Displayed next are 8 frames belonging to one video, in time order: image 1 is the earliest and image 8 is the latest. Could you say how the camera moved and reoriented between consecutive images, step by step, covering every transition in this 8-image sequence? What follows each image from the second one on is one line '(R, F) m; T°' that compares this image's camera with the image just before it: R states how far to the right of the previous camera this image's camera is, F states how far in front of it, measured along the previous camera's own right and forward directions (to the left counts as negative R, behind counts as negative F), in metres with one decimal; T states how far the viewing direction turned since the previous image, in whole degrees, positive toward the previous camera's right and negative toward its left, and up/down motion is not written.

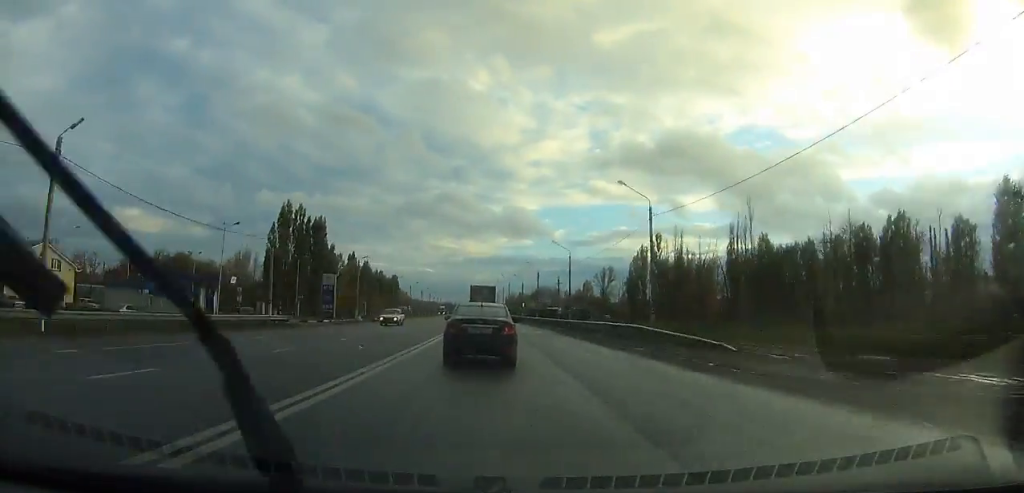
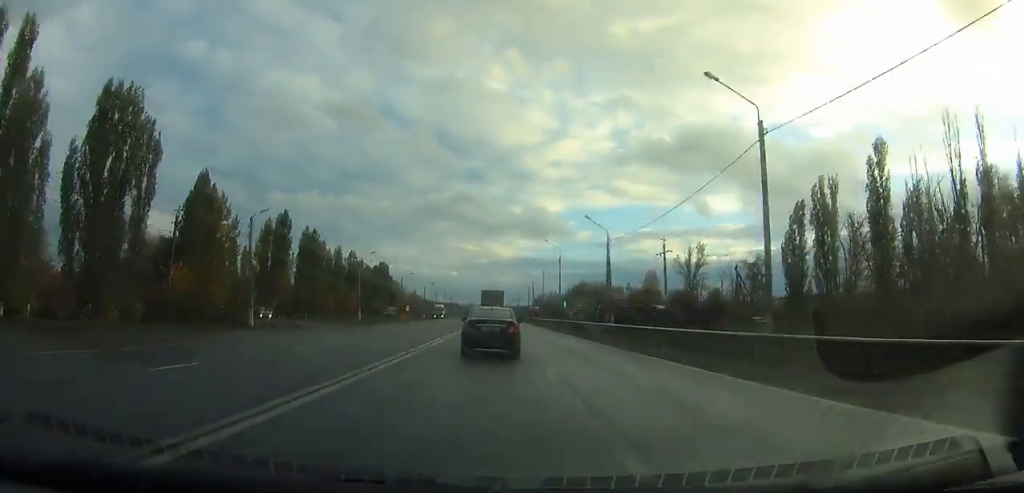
(-1.9, +80.6) m; -2°
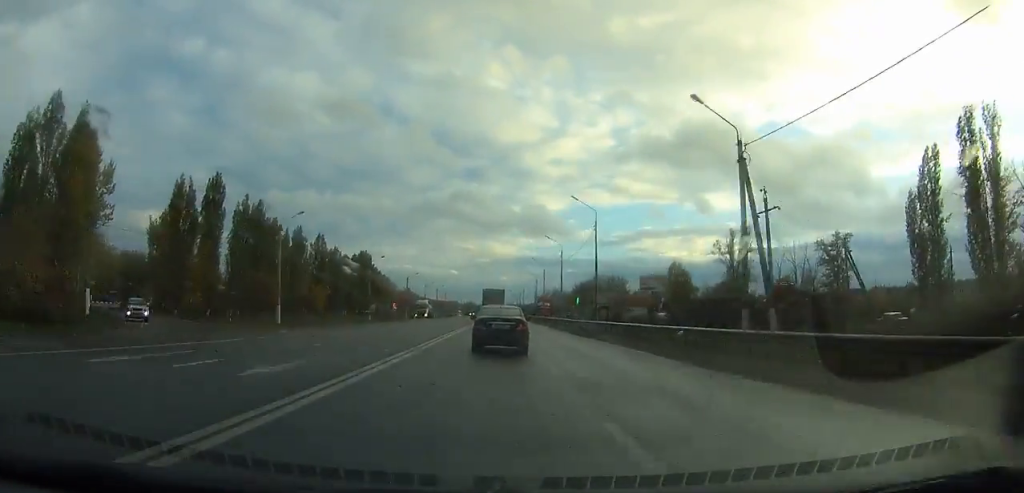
(-0.1, +28.7) m; 0°
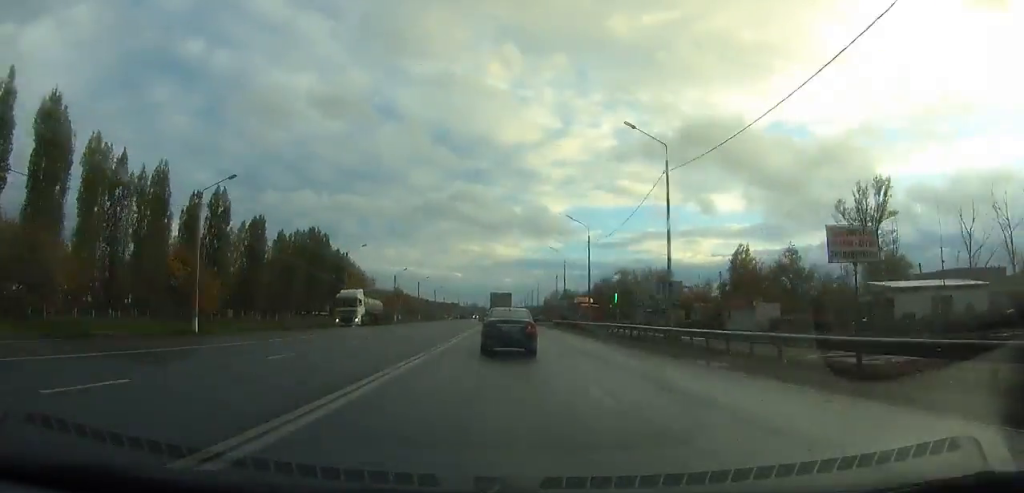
(-0.3, +48.9) m; 0°
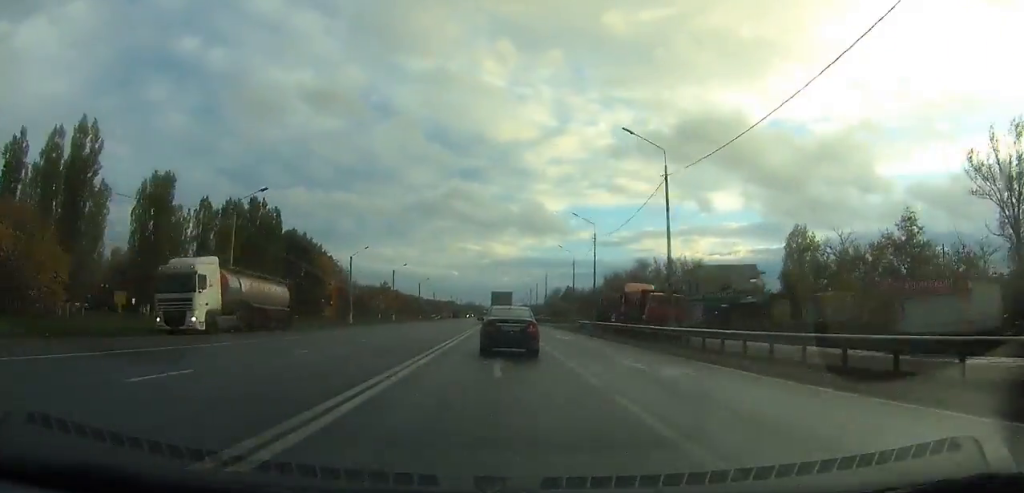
(-0.1, +28.9) m; 0°
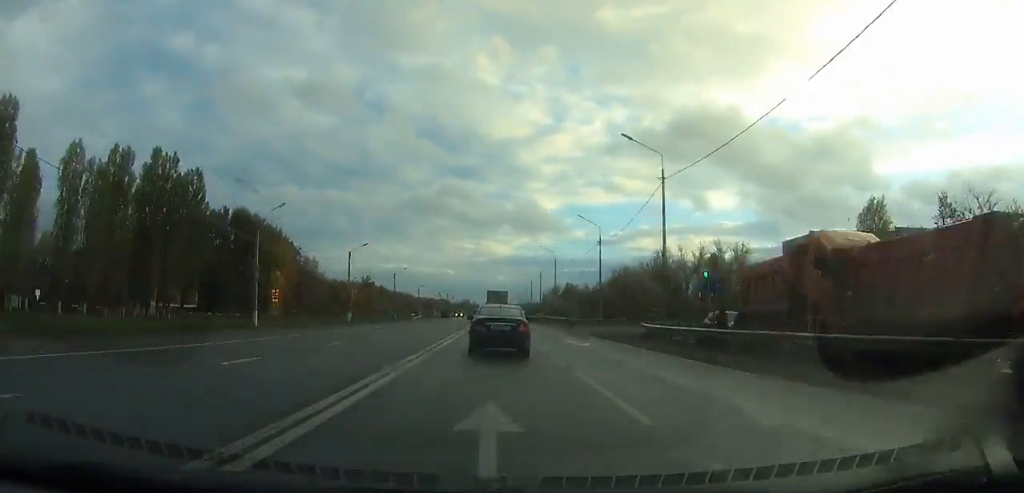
(+0.1, +28.1) m; 0°
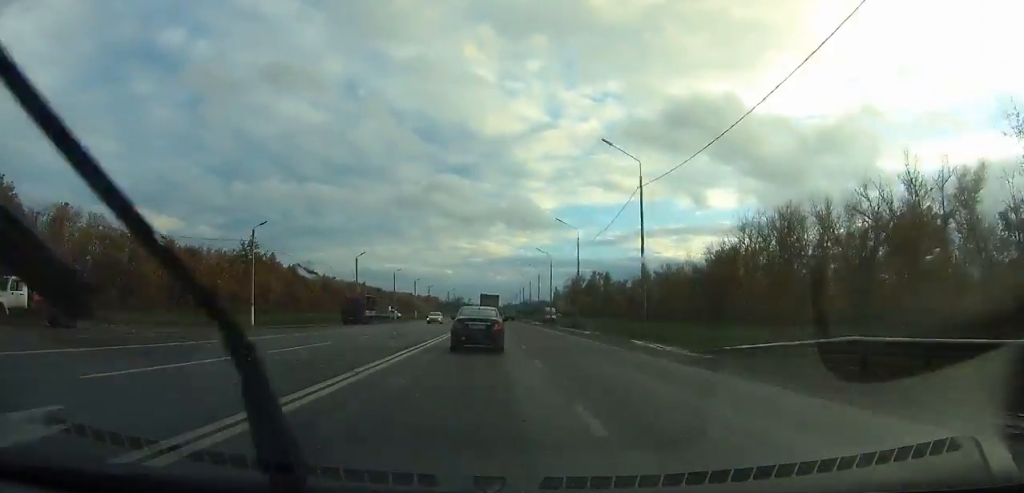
(+0.8, +123.5) m; +1°
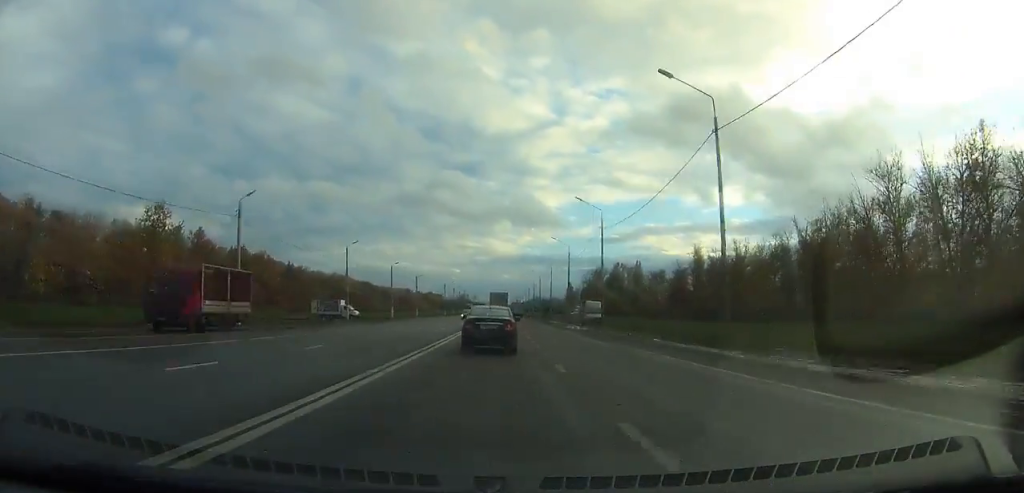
(+0.1, +41.6) m; 0°
